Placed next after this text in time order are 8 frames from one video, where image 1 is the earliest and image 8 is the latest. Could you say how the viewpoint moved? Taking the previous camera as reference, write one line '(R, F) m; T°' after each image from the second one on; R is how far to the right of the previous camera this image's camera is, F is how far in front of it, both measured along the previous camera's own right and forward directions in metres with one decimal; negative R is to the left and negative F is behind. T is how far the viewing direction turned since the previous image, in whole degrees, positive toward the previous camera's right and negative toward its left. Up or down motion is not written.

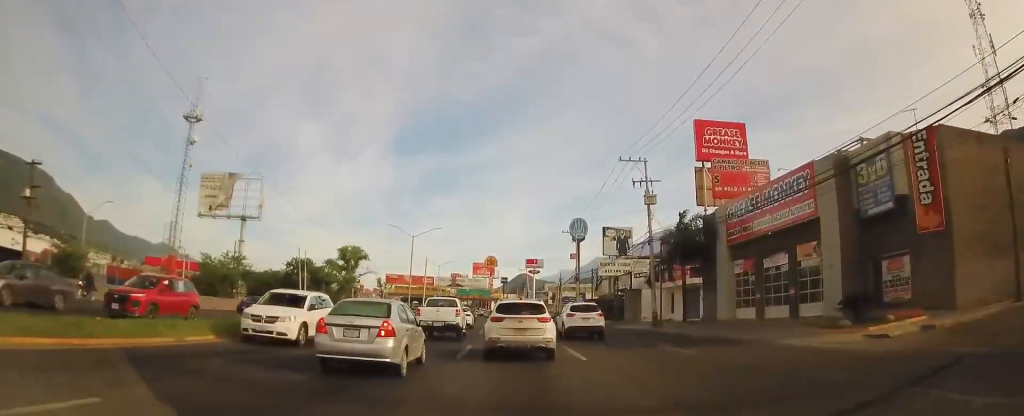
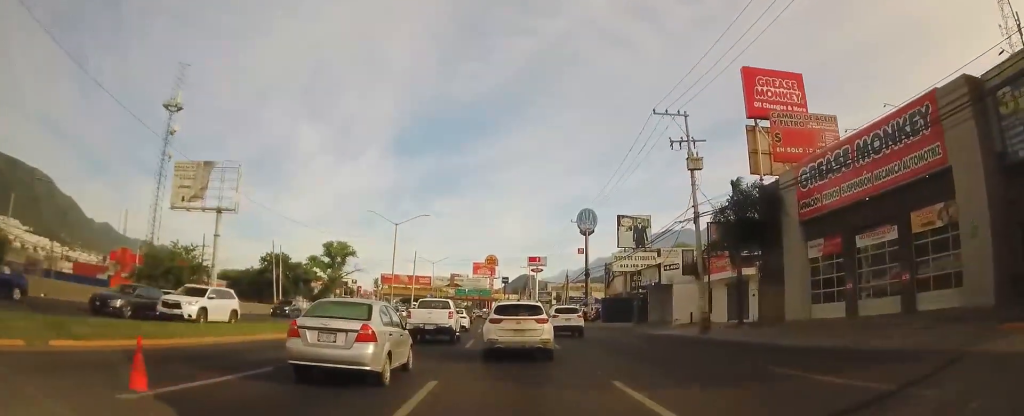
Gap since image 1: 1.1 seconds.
(-0.5, +8.9) m; -3°
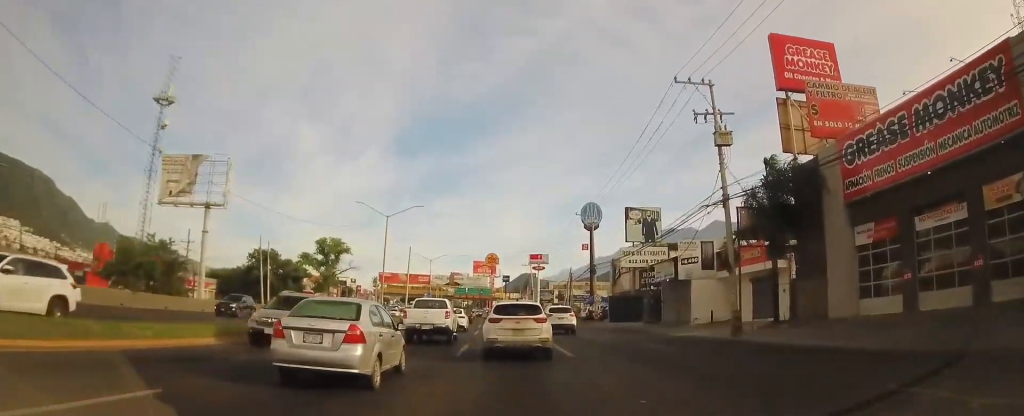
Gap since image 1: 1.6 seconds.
(-0.1, +3.8) m; 0°
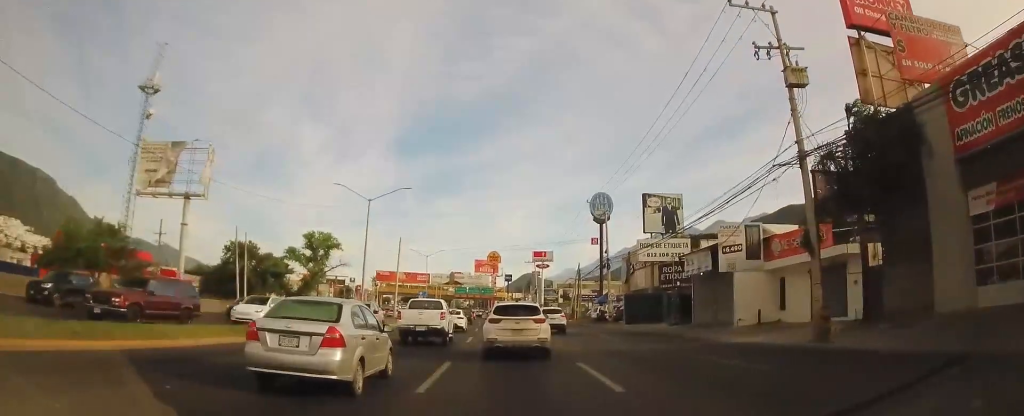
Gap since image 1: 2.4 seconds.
(+0.2, +6.5) m; +2°
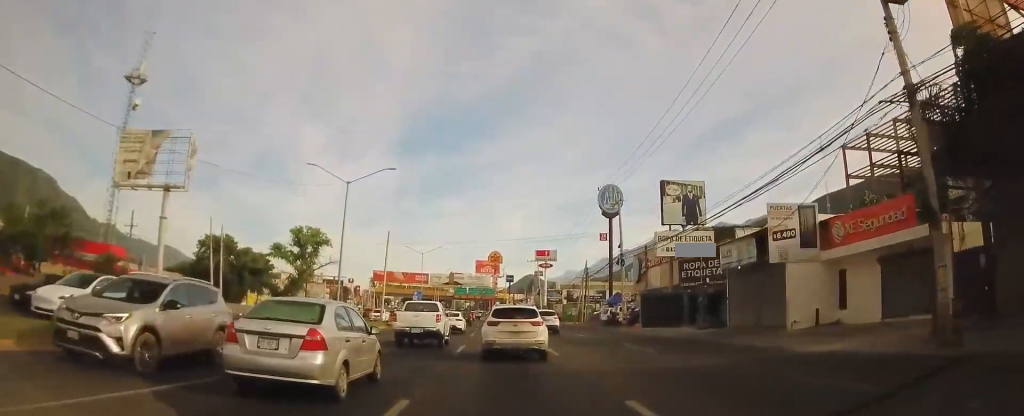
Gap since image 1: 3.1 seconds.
(+0.1, +5.7) m; -2°
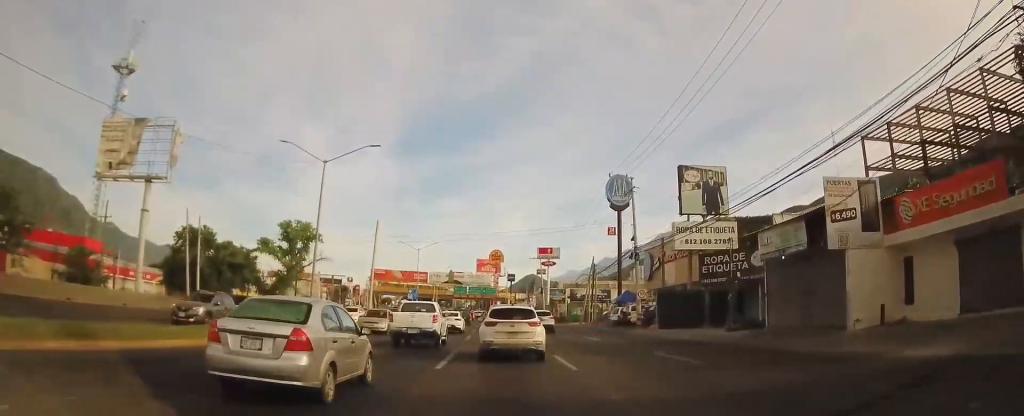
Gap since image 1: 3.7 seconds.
(-0.1, +4.6) m; 0°
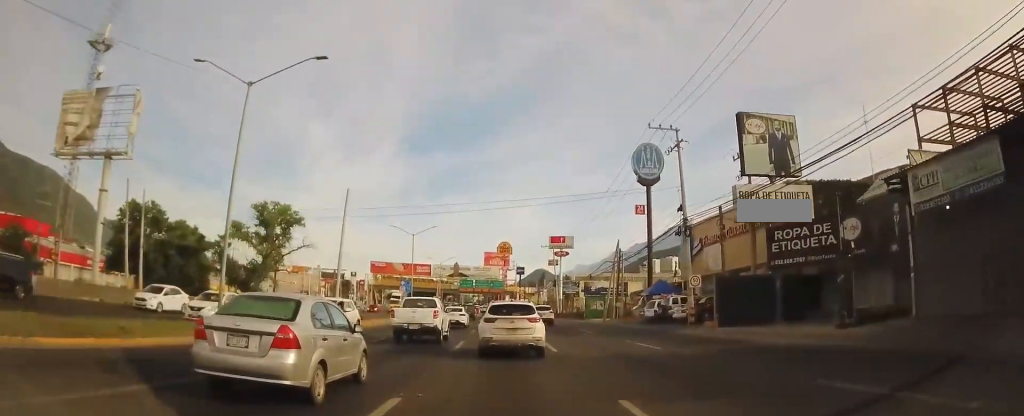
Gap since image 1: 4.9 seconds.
(+0.1, +10.1) m; +1°
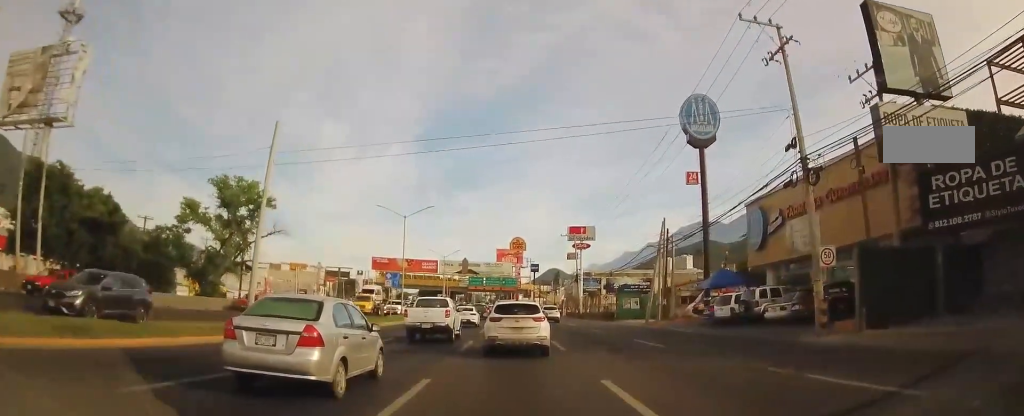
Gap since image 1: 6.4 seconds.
(-0.3, +12.7) m; -1°
